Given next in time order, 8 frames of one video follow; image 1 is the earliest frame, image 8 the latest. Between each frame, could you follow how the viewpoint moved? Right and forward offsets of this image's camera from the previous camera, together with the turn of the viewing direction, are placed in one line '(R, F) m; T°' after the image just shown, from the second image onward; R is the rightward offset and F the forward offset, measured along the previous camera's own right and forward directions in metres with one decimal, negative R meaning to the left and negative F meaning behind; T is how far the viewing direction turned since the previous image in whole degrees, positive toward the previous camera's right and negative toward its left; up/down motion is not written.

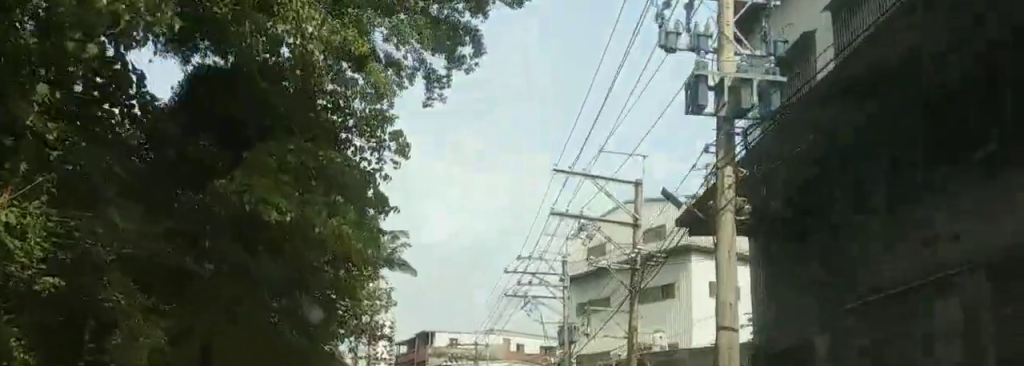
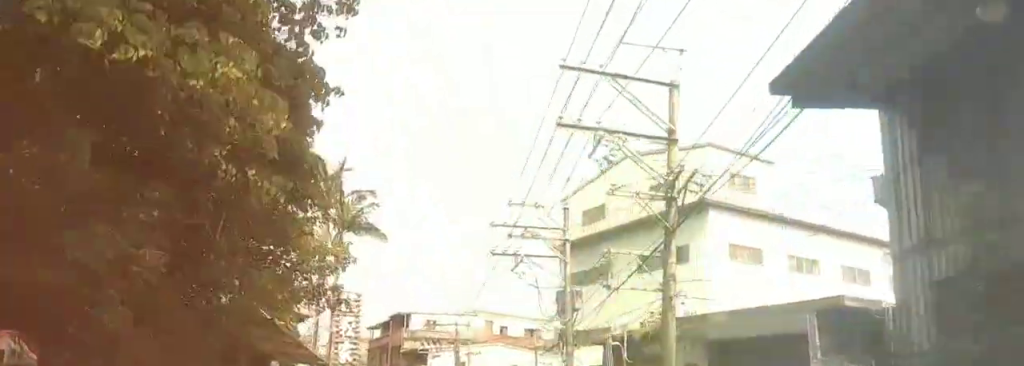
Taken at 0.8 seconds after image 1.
(+0.4, +6.8) m; +3°
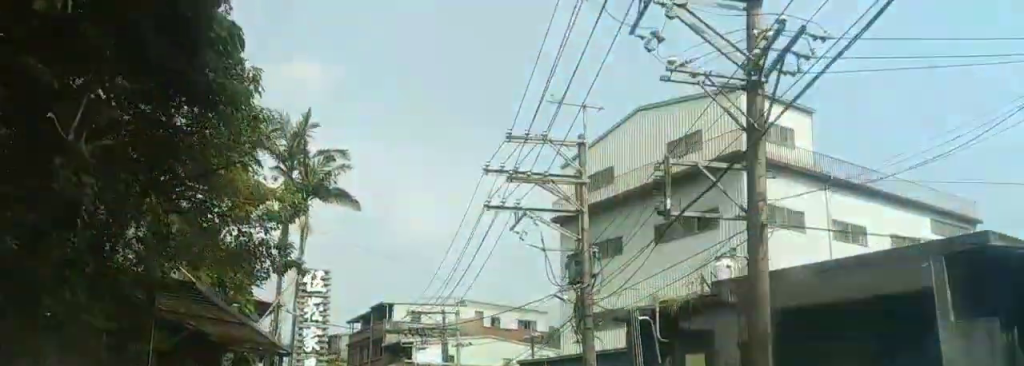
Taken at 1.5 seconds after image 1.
(+0.1, +6.4) m; +1°
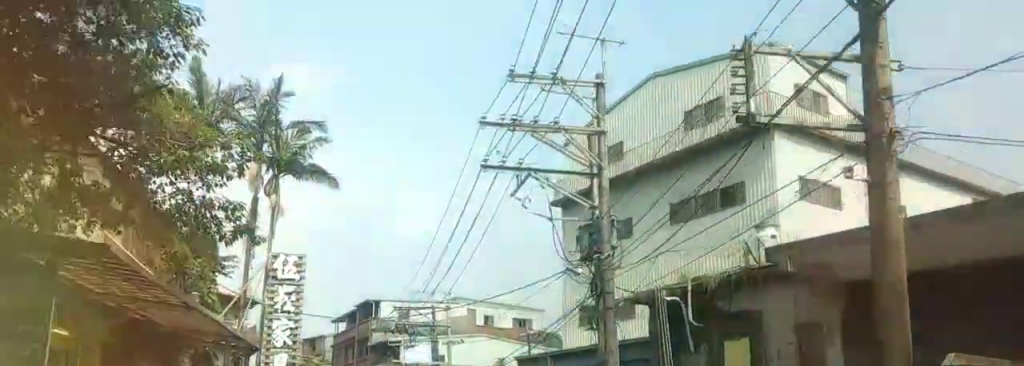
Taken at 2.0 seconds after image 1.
(0.0, +4.2) m; 0°
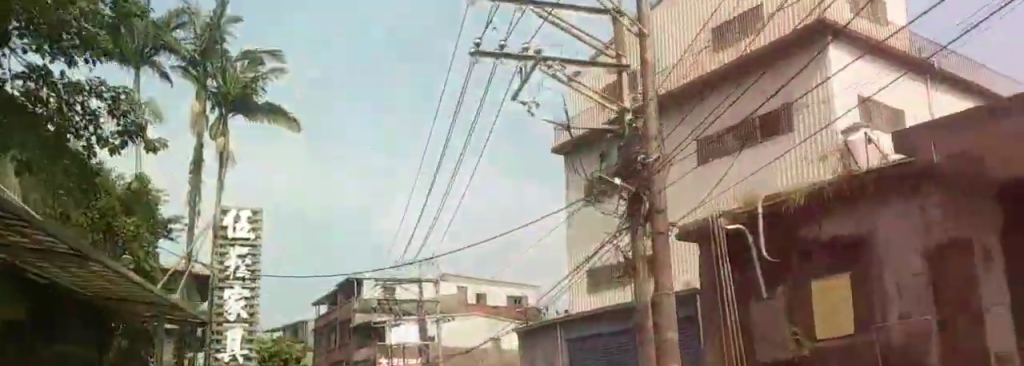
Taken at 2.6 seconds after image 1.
(0.0, +5.3) m; 0°
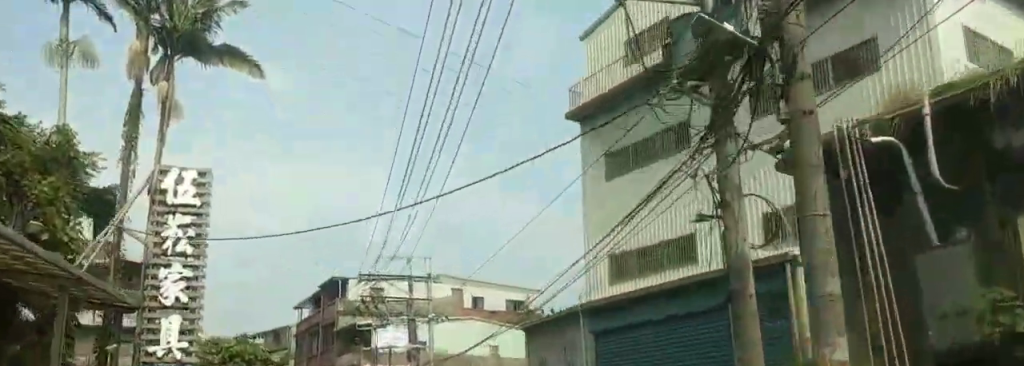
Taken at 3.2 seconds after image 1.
(0.0, +5.3) m; 0°
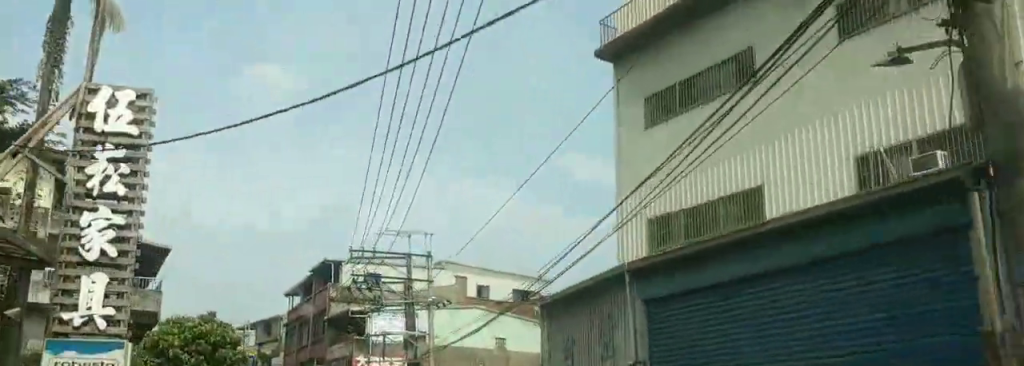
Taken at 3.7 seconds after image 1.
(0.0, +4.6) m; -1°
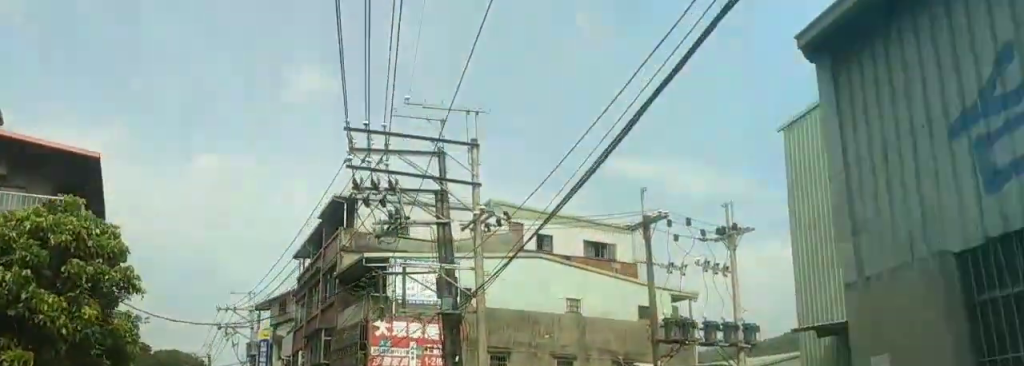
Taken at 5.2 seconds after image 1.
(-0.6, +14.0) m; -4°
